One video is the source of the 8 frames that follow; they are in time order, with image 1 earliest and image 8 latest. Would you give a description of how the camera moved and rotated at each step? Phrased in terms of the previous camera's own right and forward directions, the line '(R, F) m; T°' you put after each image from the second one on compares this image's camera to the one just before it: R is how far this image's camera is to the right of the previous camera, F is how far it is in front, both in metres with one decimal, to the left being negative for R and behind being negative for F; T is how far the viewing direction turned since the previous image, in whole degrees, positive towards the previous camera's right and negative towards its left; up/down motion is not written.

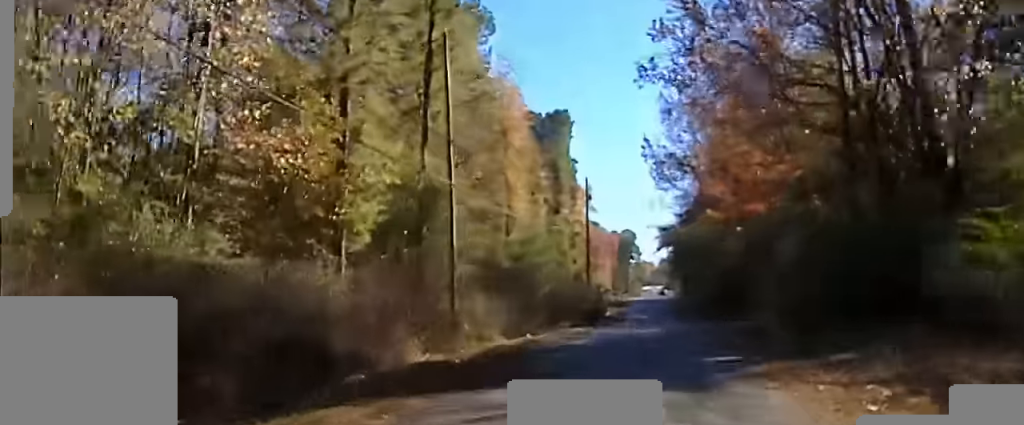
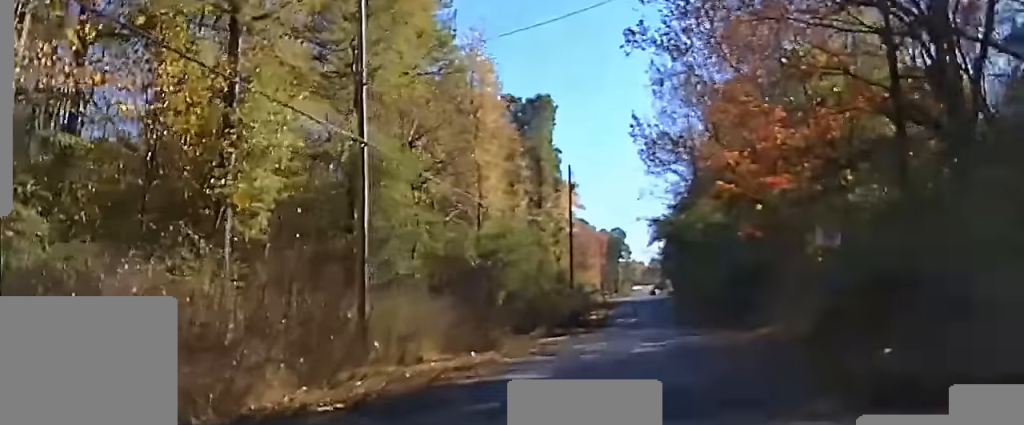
(+0.1, +9.2) m; +1°
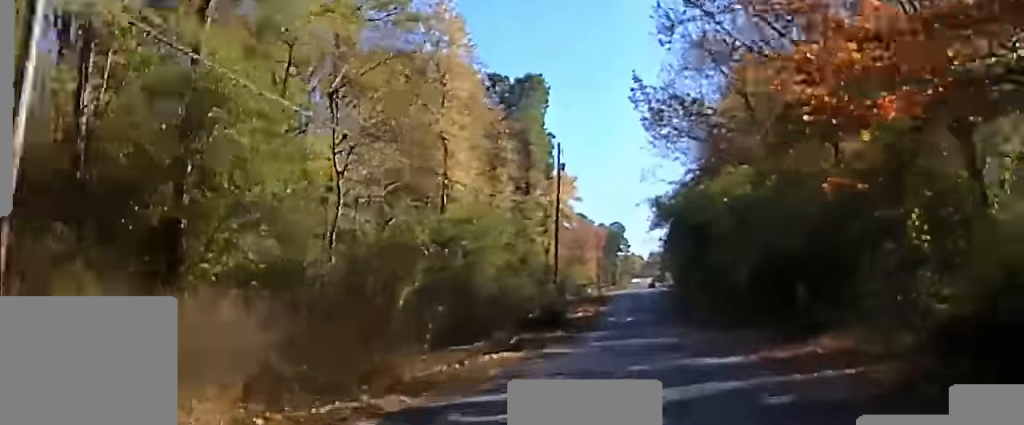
(+0.2, +11.7) m; +1°
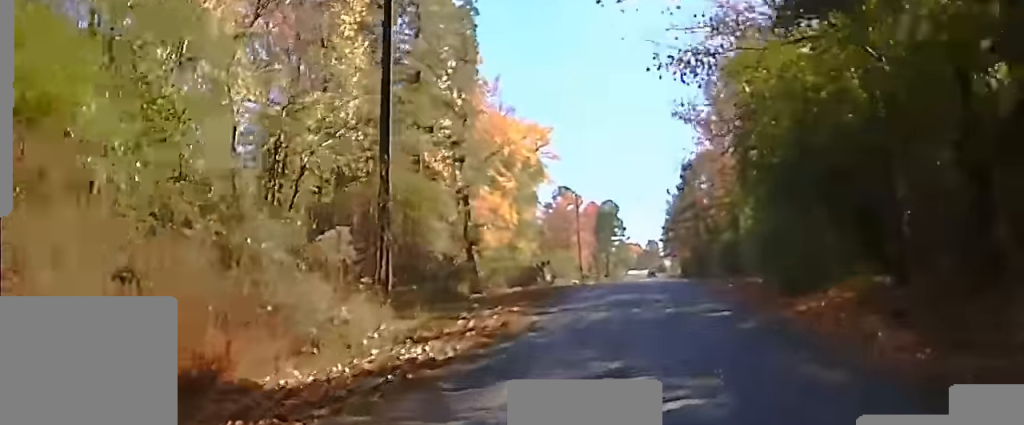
(+0.1, +43.0) m; -1°
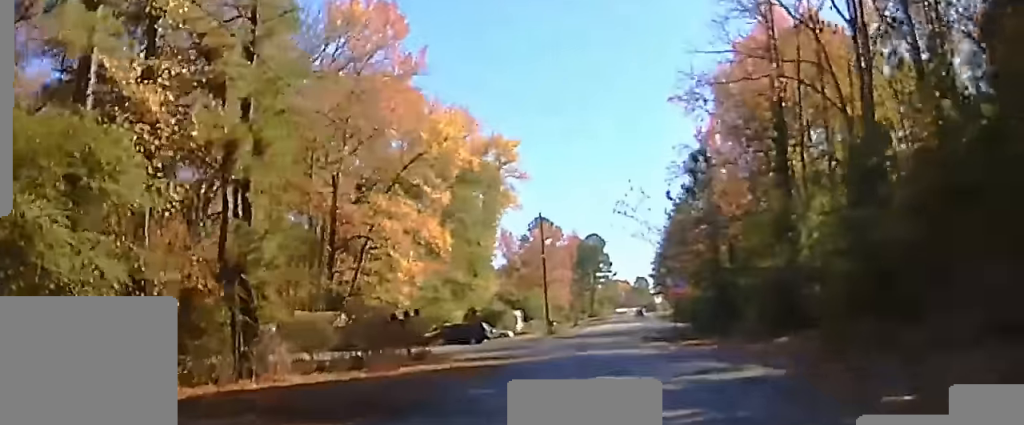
(-0.2, +26.1) m; 0°
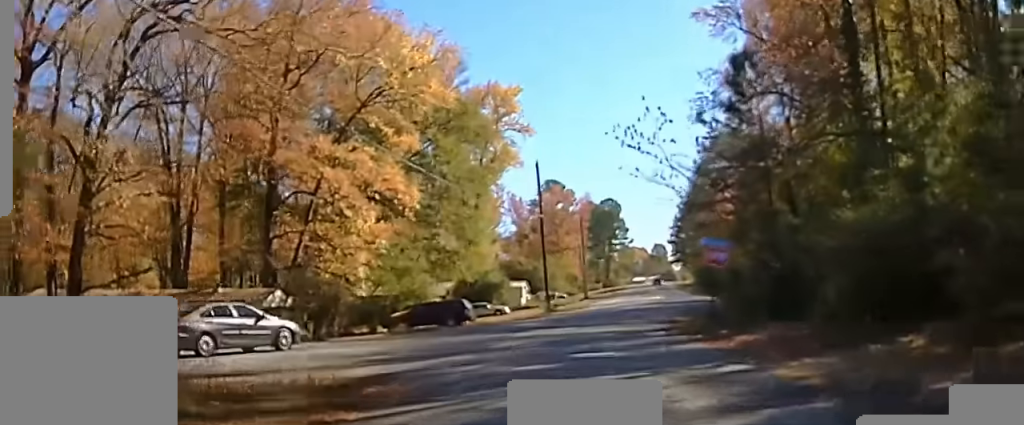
(0.0, +13.1) m; -1°
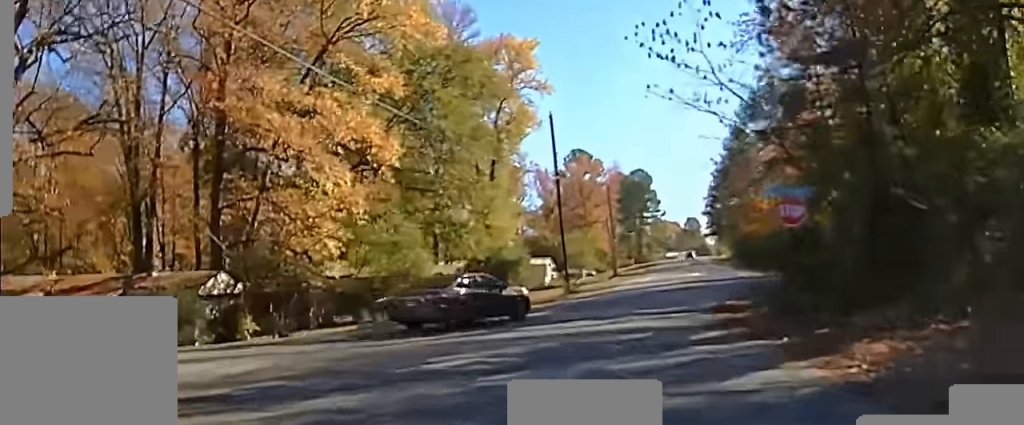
(-0.1, +11.5) m; -8°
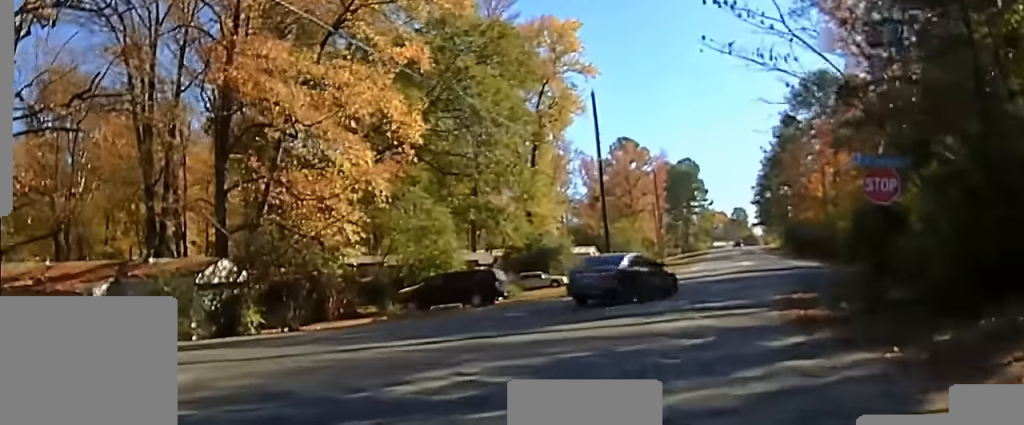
(+0.5, +5.0) m; -6°
